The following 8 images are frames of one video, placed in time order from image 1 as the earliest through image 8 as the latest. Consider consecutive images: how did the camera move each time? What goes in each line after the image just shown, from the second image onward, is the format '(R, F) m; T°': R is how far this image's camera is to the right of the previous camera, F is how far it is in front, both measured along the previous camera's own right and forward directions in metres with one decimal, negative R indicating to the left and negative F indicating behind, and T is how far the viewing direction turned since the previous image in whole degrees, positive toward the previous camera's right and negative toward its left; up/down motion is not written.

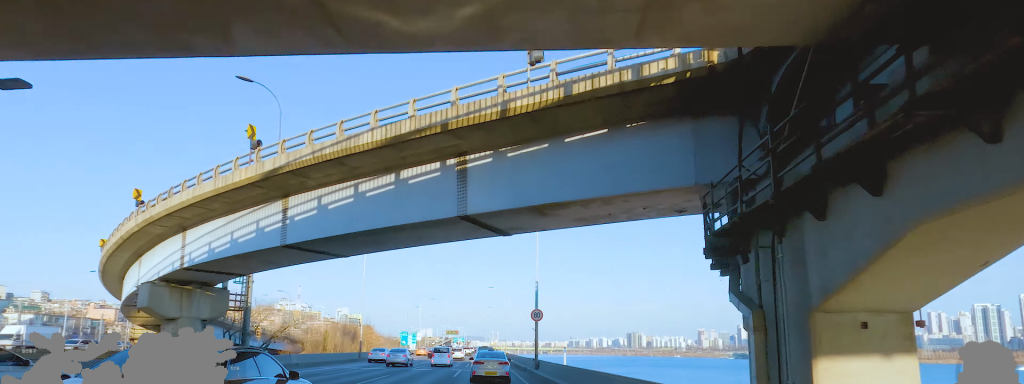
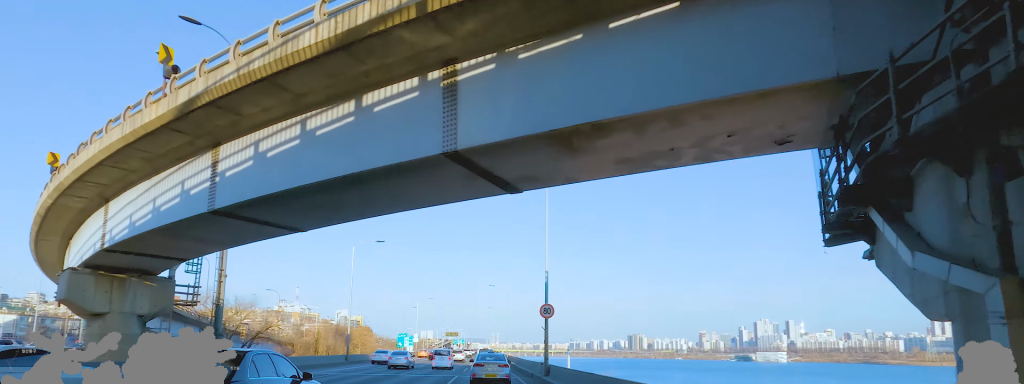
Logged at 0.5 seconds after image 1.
(+0.2, +5.1) m; 0°
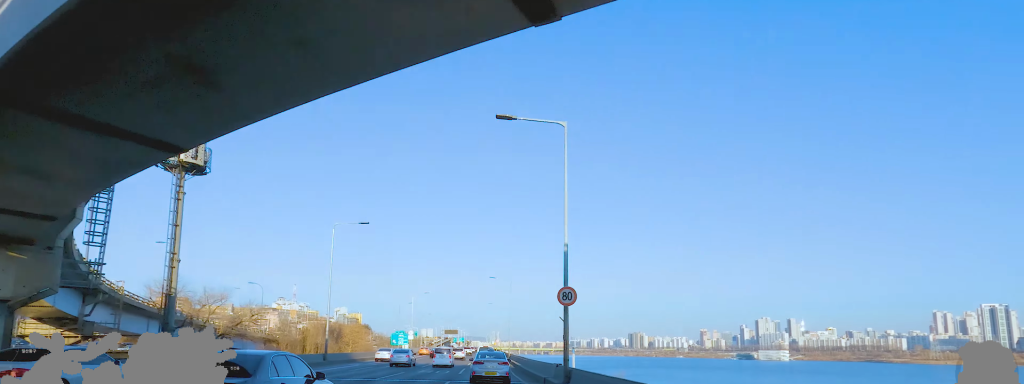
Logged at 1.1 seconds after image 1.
(-0.3, +6.8) m; +2°
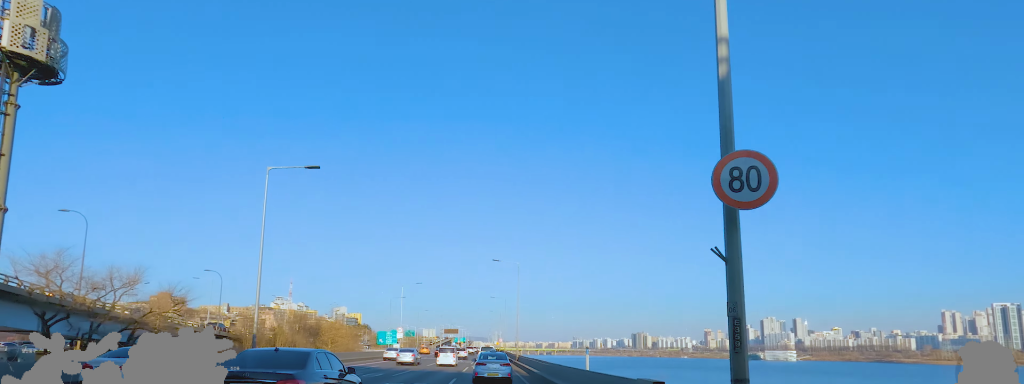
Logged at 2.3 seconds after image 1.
(+1.0, +14.2) m; +1°
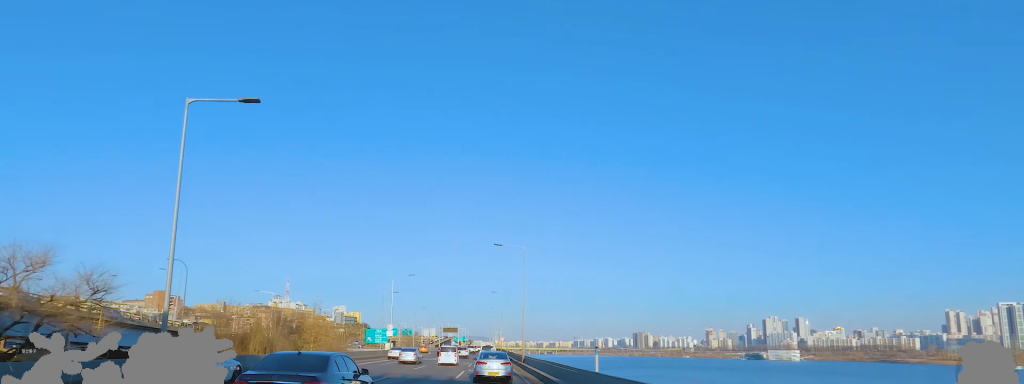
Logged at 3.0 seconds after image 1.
(-0.6, +8.8) m; -2°
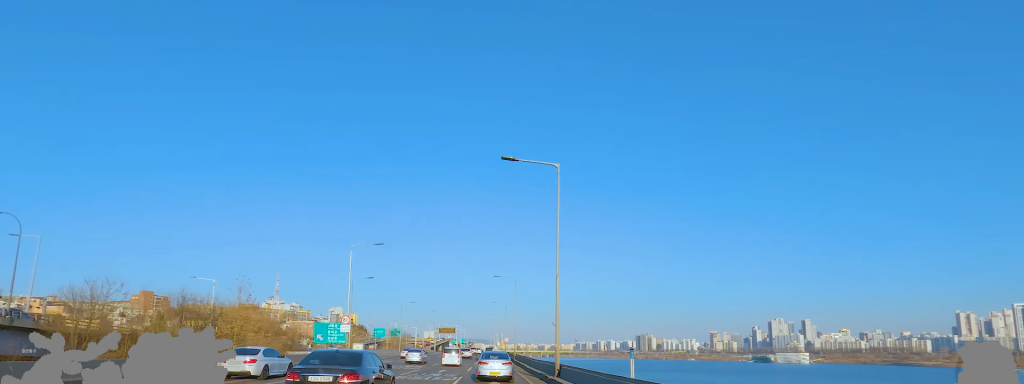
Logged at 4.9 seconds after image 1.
(0.0, +23.9) m; 0°
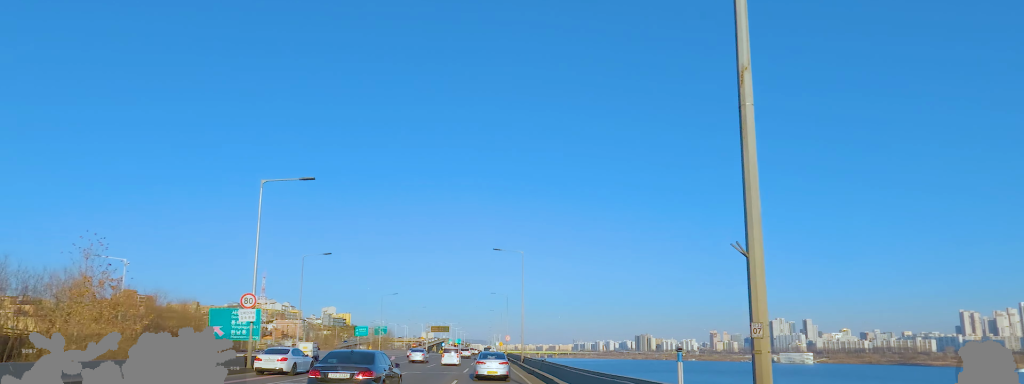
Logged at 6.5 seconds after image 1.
(-0.7, +19.8) m; -1°
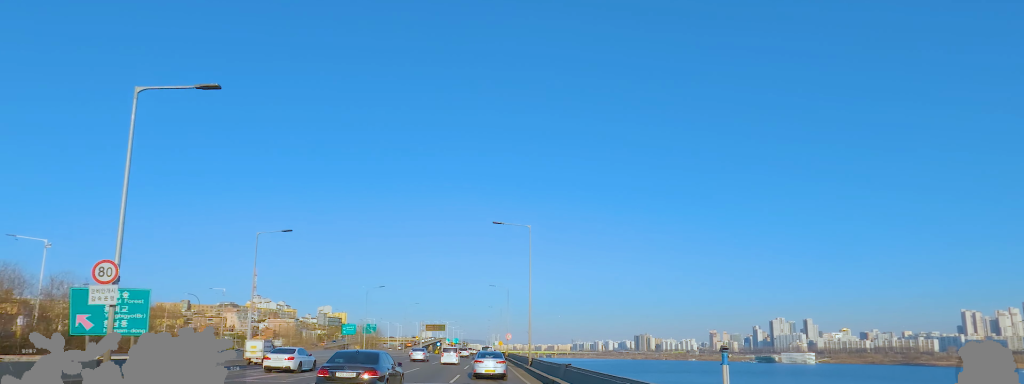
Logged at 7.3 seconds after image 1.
(+0.4, +11.1) m; +2°
